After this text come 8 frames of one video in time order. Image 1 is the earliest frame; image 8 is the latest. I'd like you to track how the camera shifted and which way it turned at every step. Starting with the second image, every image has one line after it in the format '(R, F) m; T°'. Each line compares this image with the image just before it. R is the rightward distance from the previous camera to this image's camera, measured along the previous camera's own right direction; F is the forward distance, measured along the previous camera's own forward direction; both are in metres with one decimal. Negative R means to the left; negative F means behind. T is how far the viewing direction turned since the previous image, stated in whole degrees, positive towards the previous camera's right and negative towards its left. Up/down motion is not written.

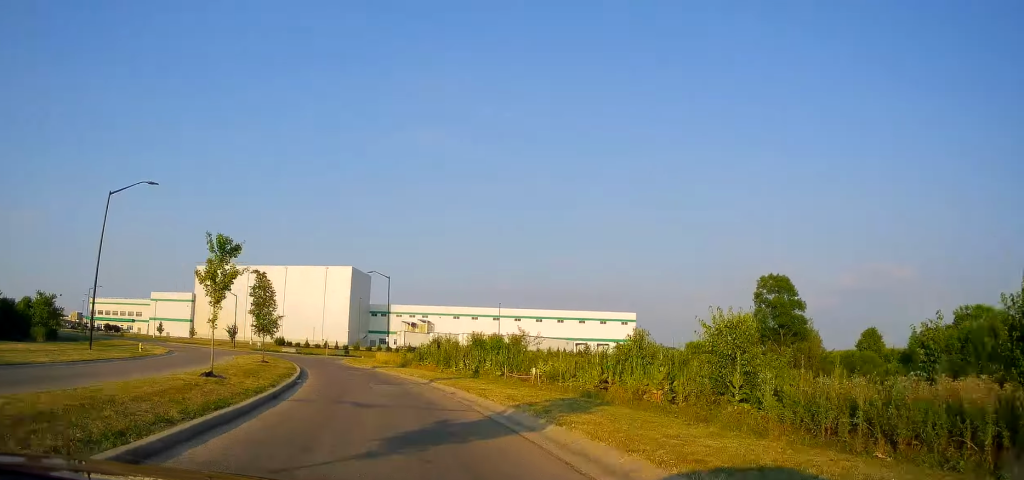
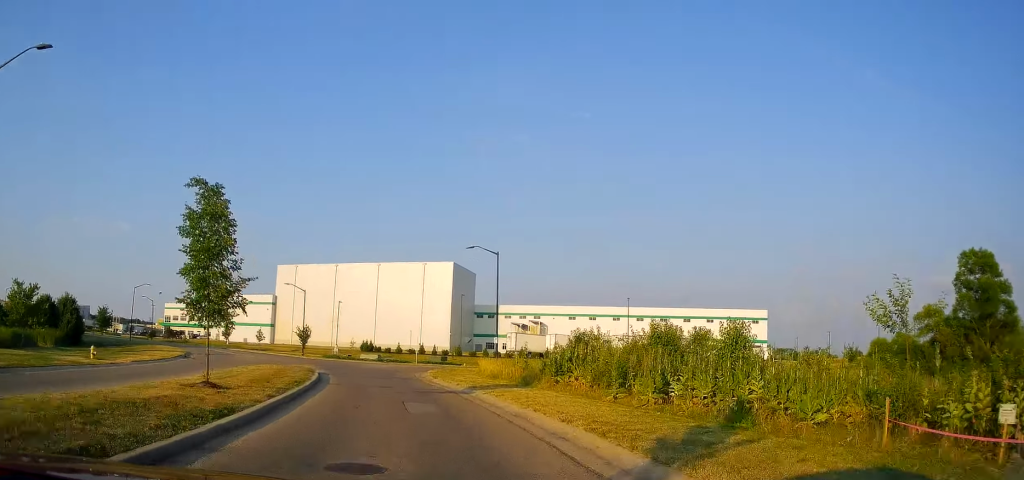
(-0.9, +17.7) m; -8°
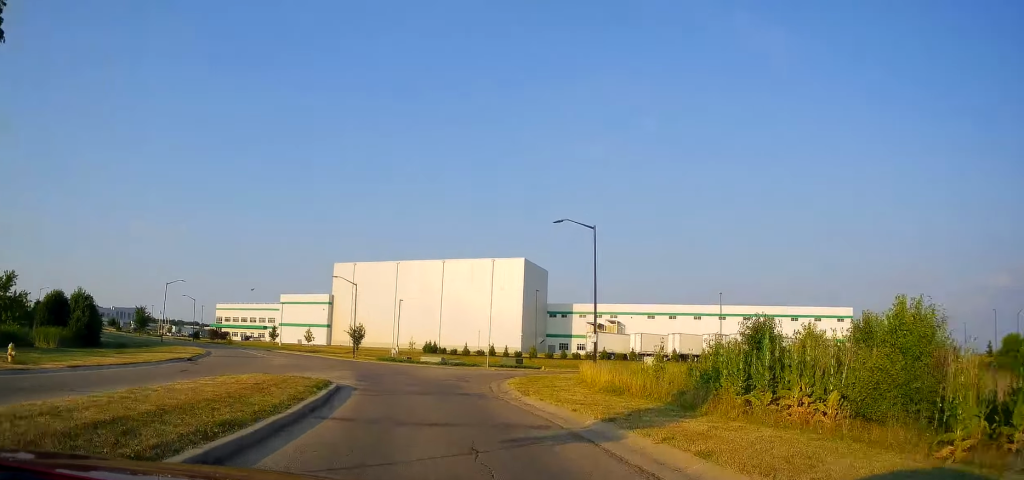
(-0.6, +10.4) m; -6°
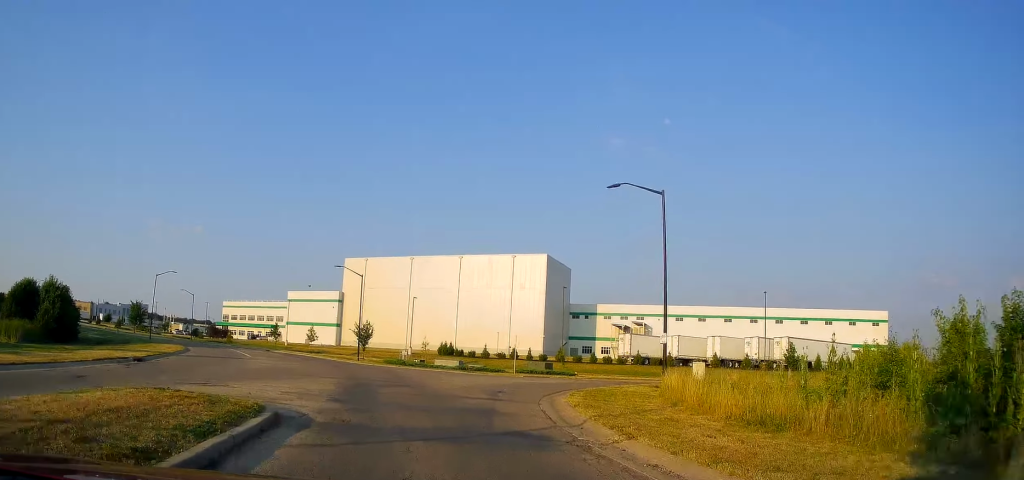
(-0.6, +8.6) m; -3°
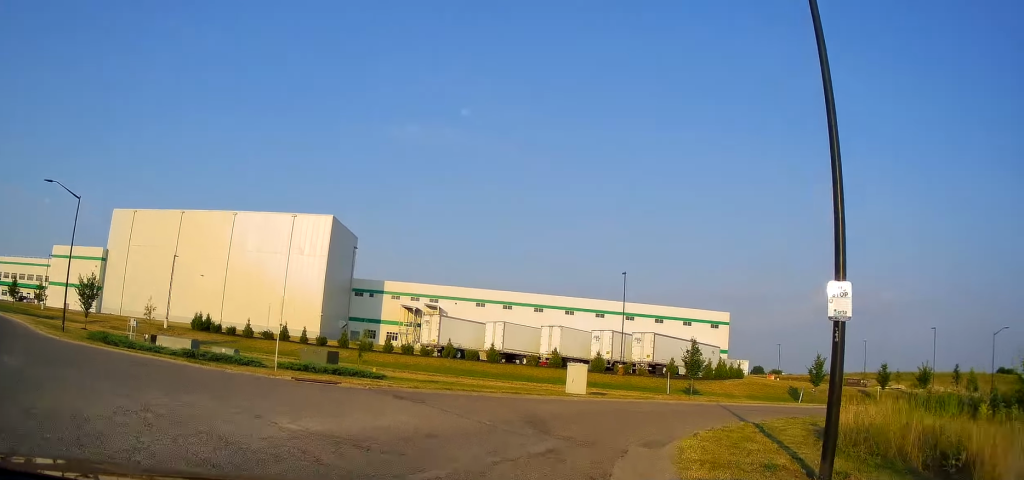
(+0.6, +22.3) m; +8°
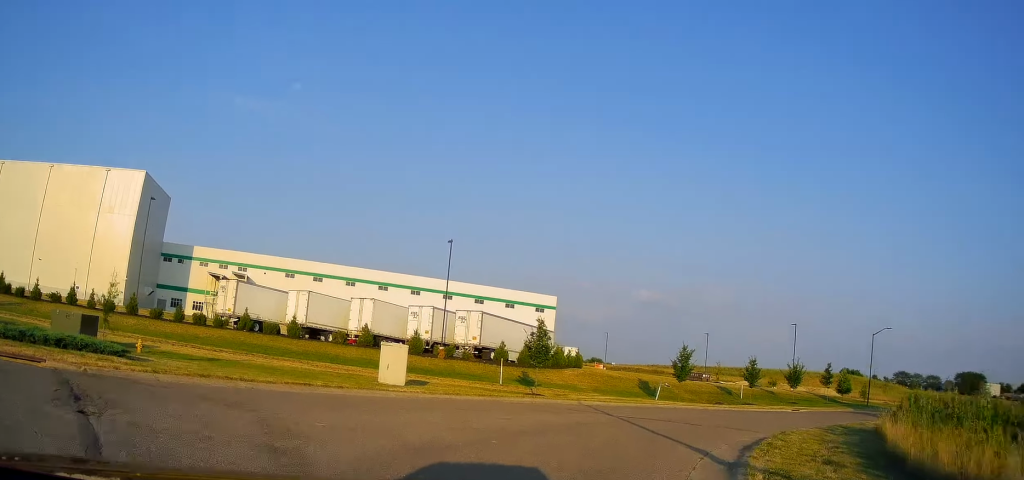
(+1.0, +9.4) m; +9°
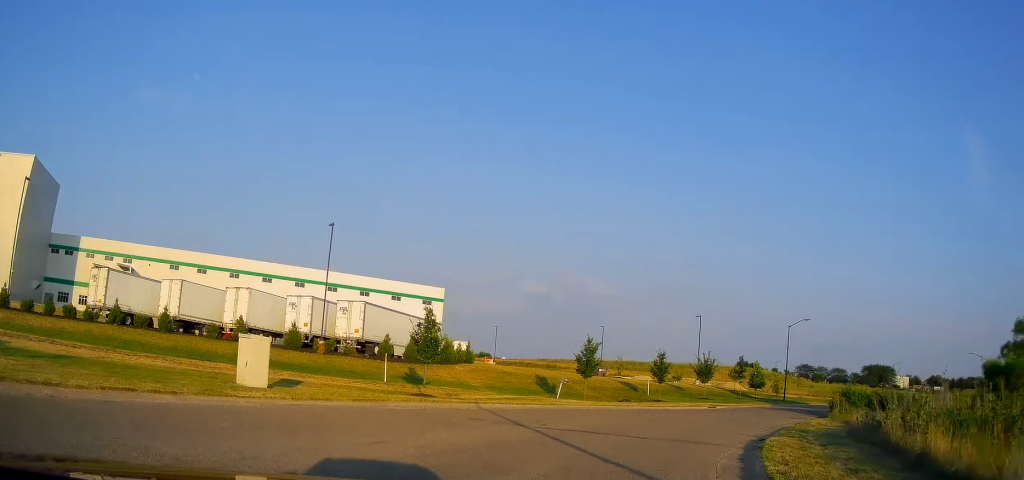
(+0.2, +5.0) m; +10°
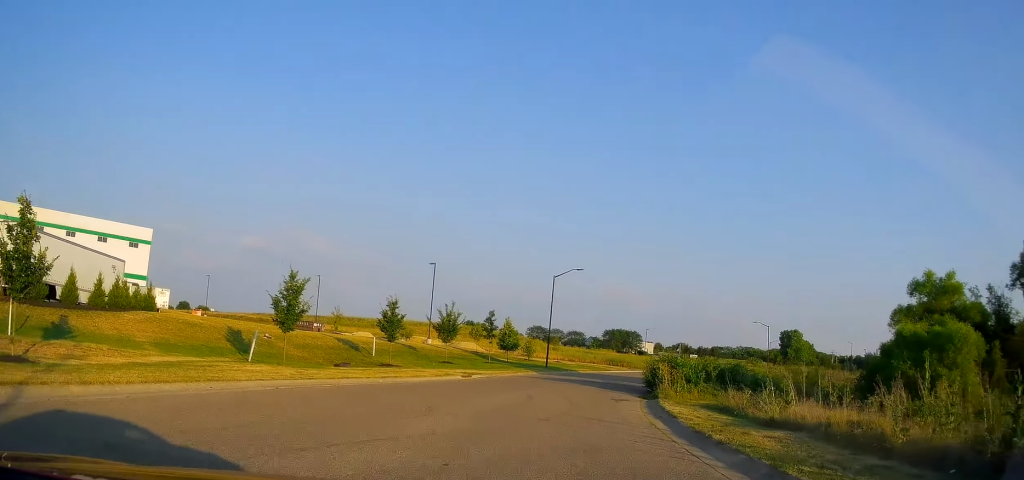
(+5.1, +13.7) m; +49°
